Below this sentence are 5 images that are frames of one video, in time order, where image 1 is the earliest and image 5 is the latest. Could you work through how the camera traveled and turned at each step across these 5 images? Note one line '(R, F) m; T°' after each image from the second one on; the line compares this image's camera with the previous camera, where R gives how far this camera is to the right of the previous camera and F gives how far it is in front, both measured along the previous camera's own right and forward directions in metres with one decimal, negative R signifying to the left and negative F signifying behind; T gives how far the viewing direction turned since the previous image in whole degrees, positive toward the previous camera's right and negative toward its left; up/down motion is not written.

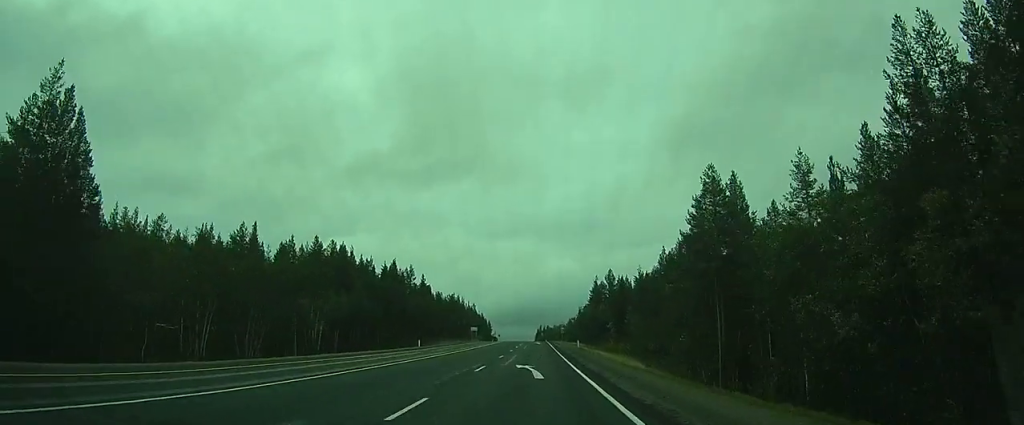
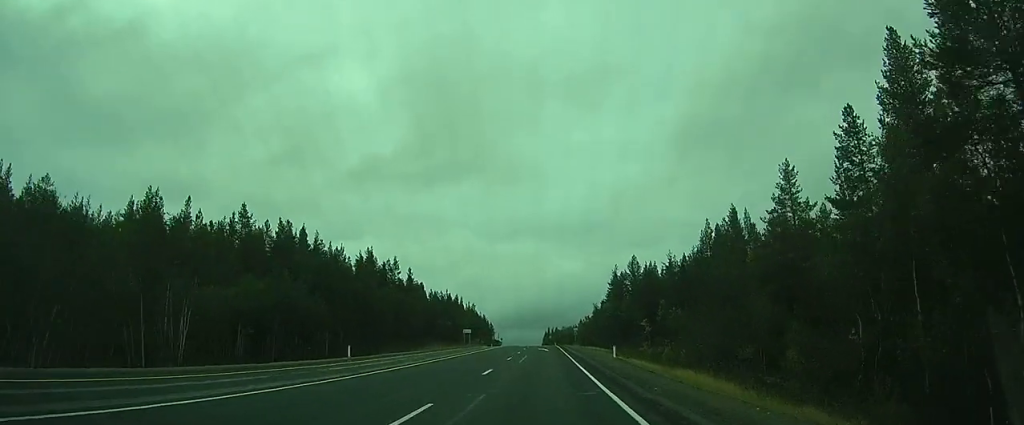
(0.0, +26.0) m; -1°
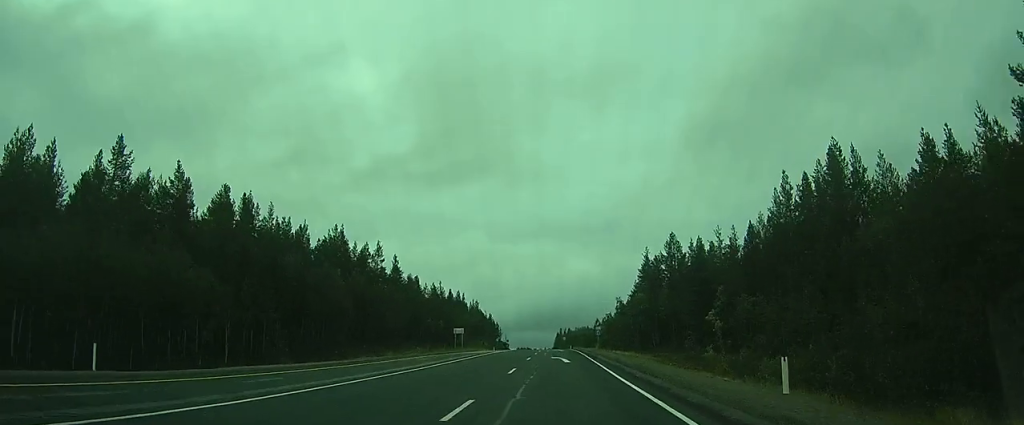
(-0.5, +22.2) m; -2°
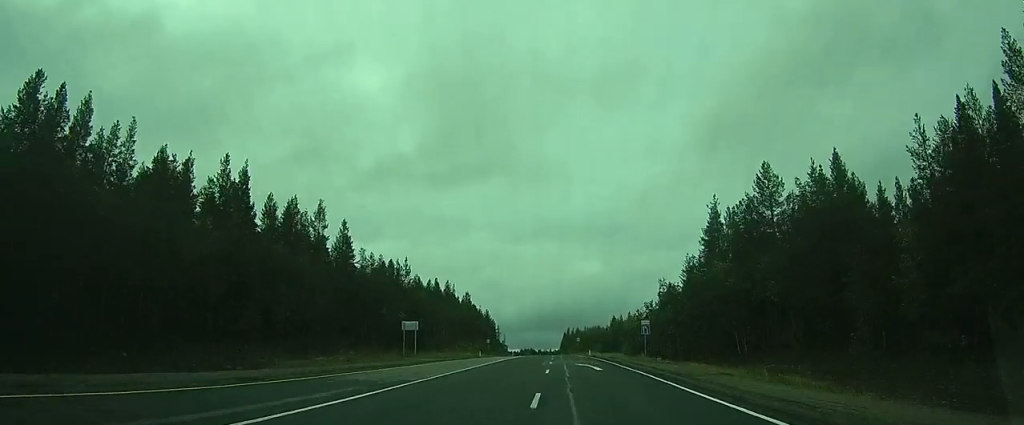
(-0.5, +30.5) m; -1°
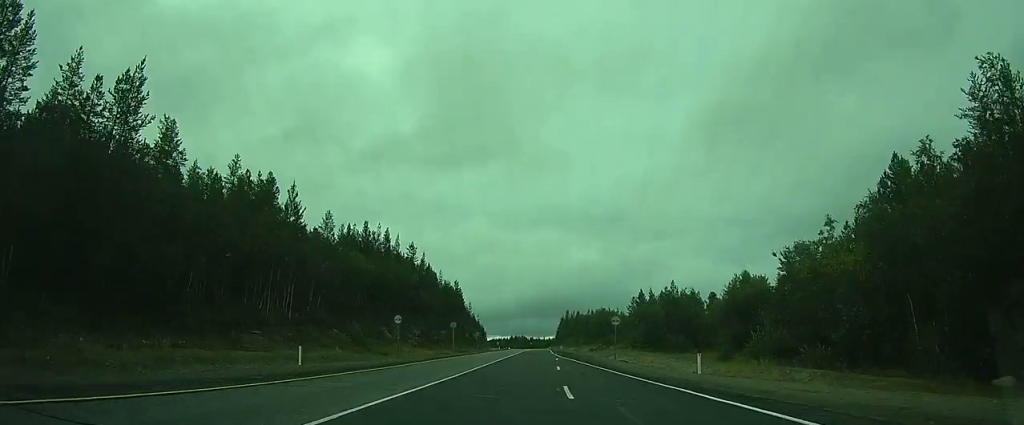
(-0.9, +66.1) m; -1°
